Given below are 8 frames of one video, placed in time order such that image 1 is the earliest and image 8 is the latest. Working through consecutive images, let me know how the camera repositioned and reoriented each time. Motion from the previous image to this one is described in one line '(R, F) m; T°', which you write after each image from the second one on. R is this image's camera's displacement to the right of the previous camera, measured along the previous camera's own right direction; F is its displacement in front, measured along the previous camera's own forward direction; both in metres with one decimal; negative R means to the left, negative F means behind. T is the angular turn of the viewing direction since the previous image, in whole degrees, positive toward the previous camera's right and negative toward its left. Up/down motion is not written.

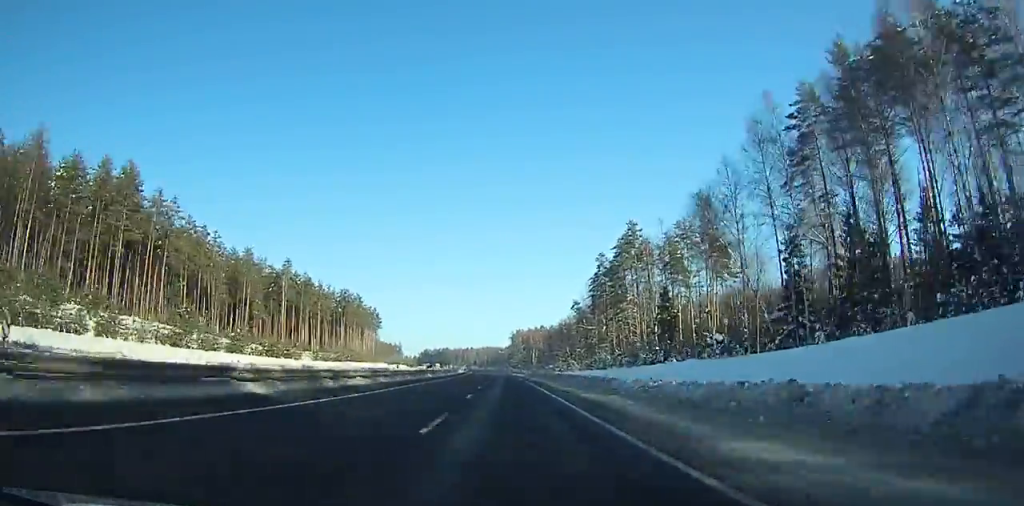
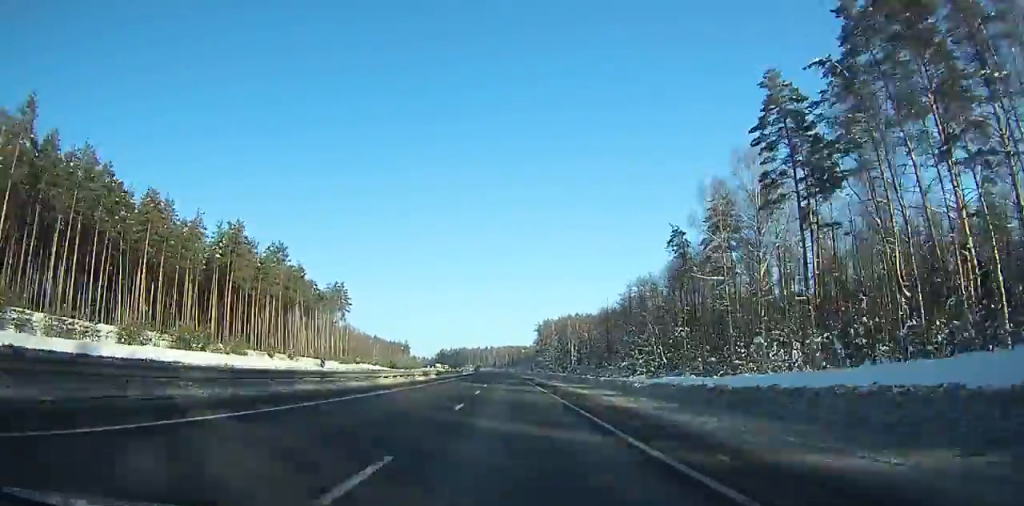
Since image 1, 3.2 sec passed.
(-3.4, +91.3) m; -3°
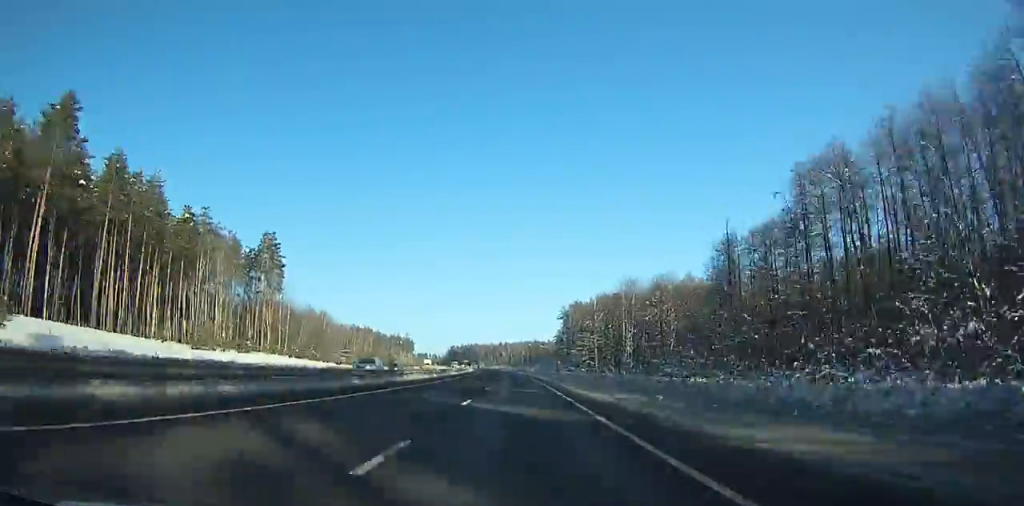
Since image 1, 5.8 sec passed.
(-0.8, +70.3) m; -1°
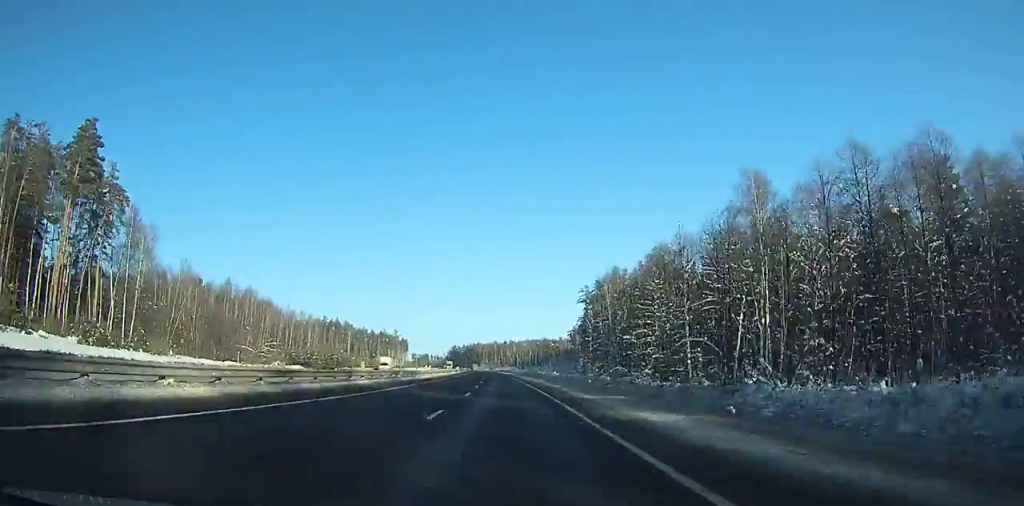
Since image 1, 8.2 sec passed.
(-0.7, +62.9) m; -1°
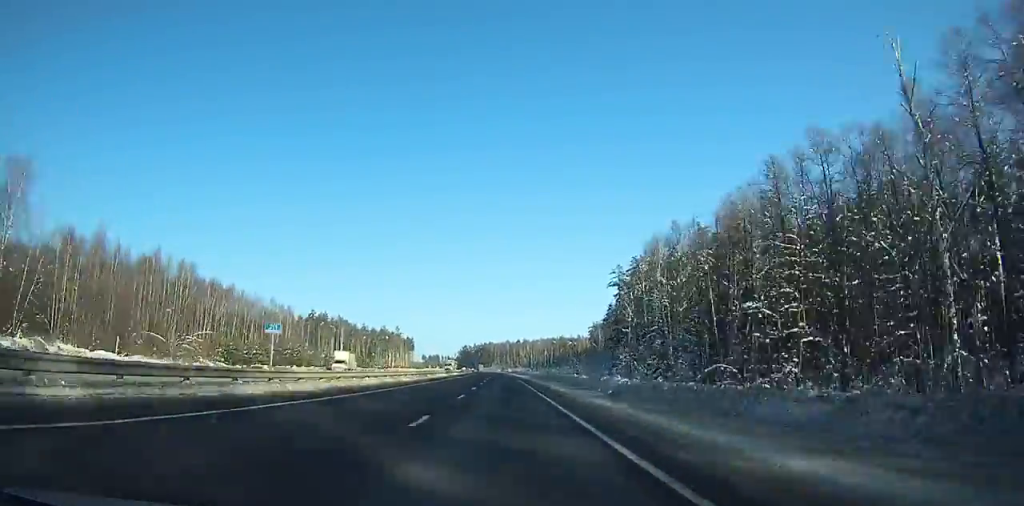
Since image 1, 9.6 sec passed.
(0.0, +36.2) m; -1°
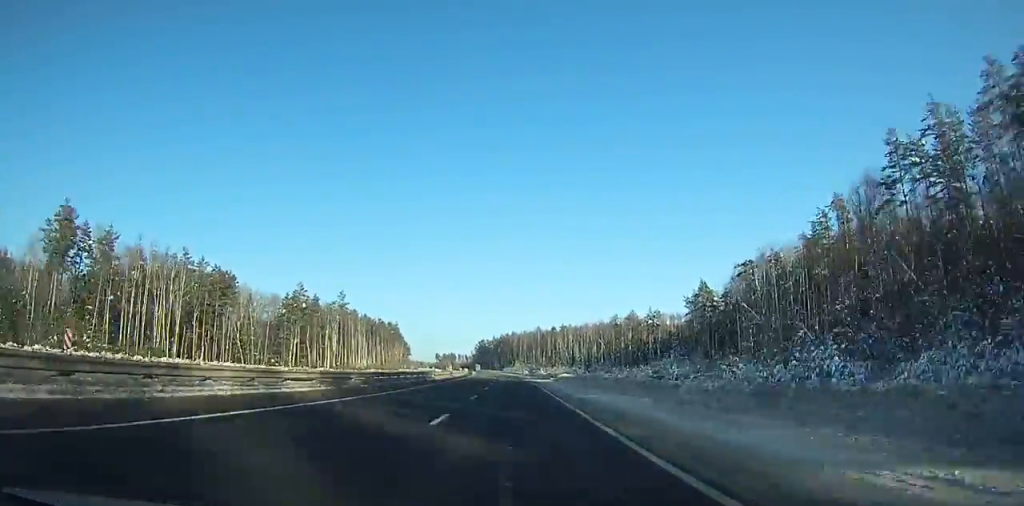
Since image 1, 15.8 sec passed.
(-5.0, +156.5) m; -9°
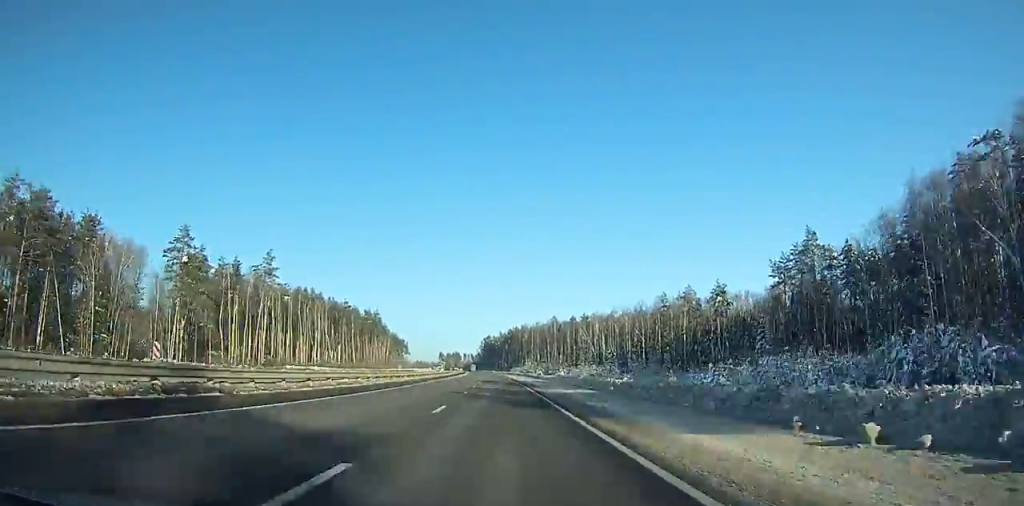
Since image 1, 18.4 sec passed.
(-9.4, +60.9) m; +3°
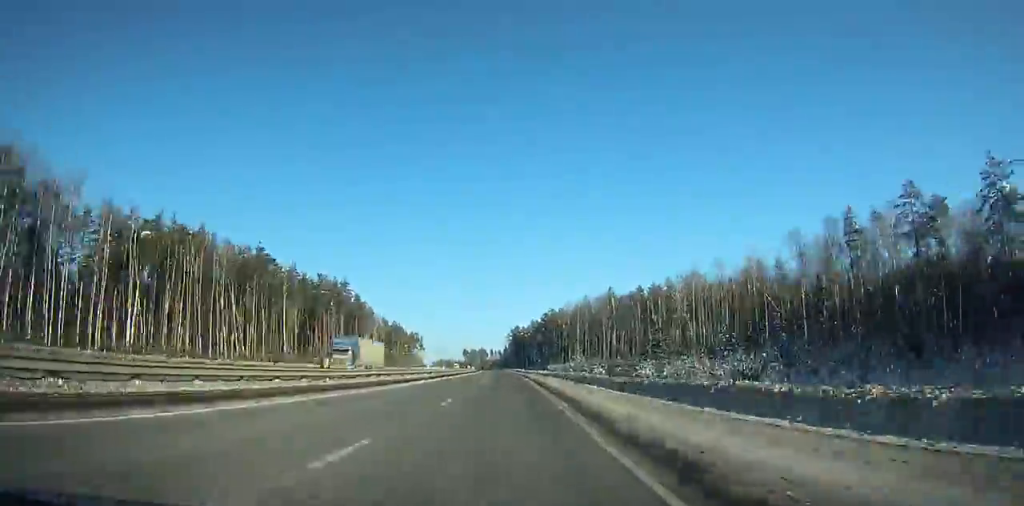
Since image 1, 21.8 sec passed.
(+14.6, +98.5) m; +5°
